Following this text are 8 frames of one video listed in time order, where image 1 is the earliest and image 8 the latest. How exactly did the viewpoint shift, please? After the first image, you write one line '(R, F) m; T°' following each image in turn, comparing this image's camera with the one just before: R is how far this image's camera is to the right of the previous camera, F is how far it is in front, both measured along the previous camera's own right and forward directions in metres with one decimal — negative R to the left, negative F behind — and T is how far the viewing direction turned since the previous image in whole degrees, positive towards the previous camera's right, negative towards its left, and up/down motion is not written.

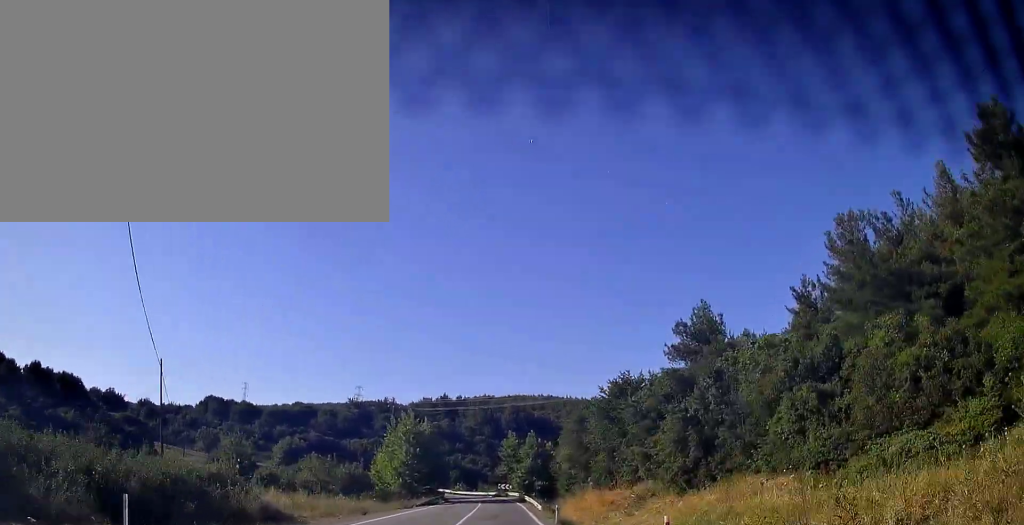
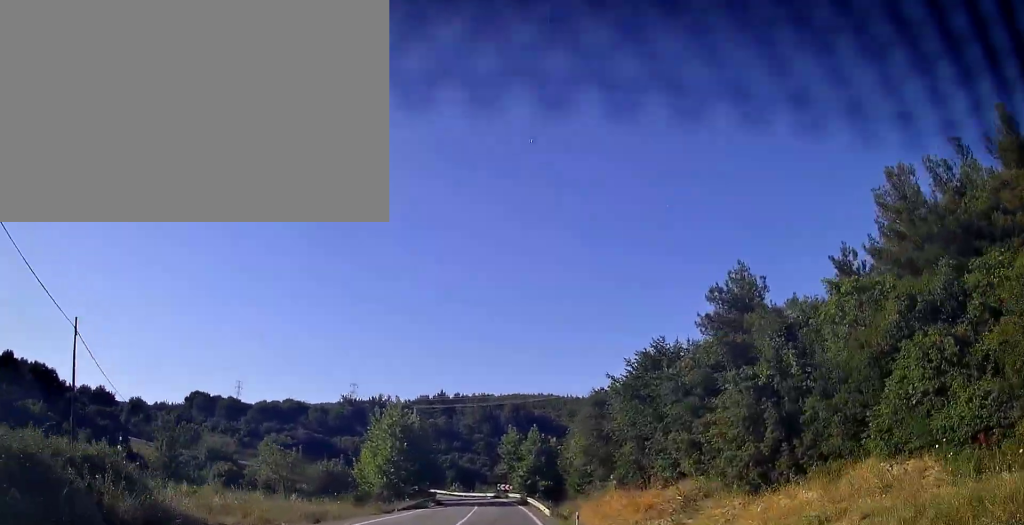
(0.0, +7.7) m; 0°
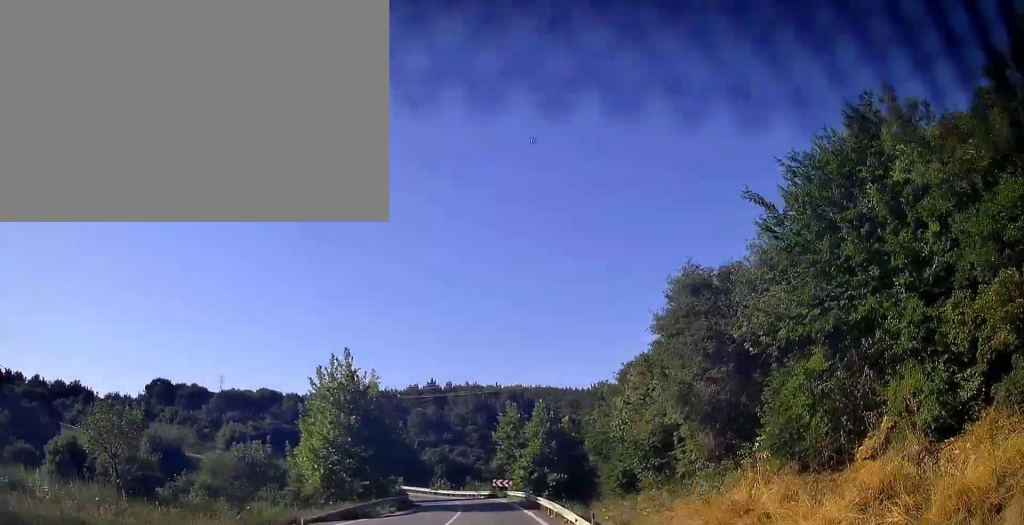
(+0.1, +17.6) m; 0°
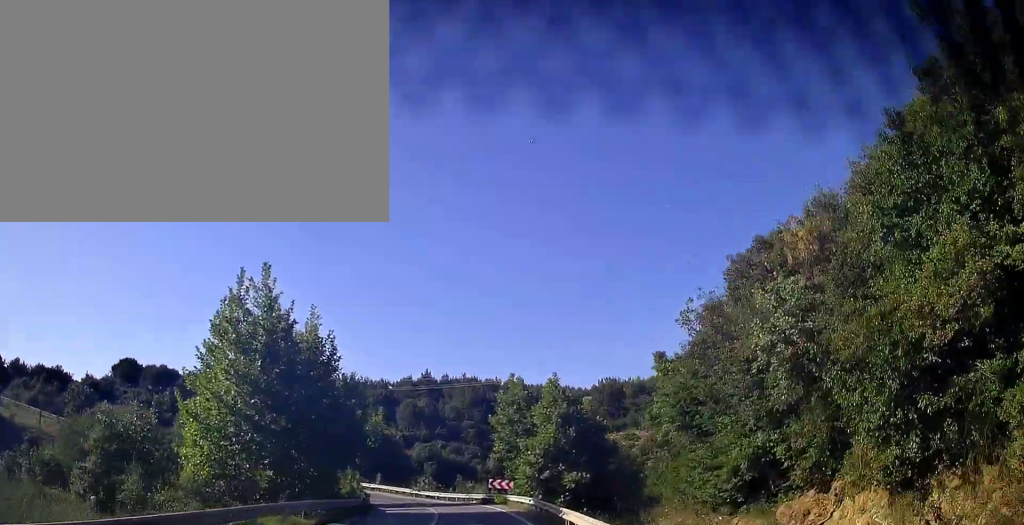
(0.0, +14.1) m; -1°
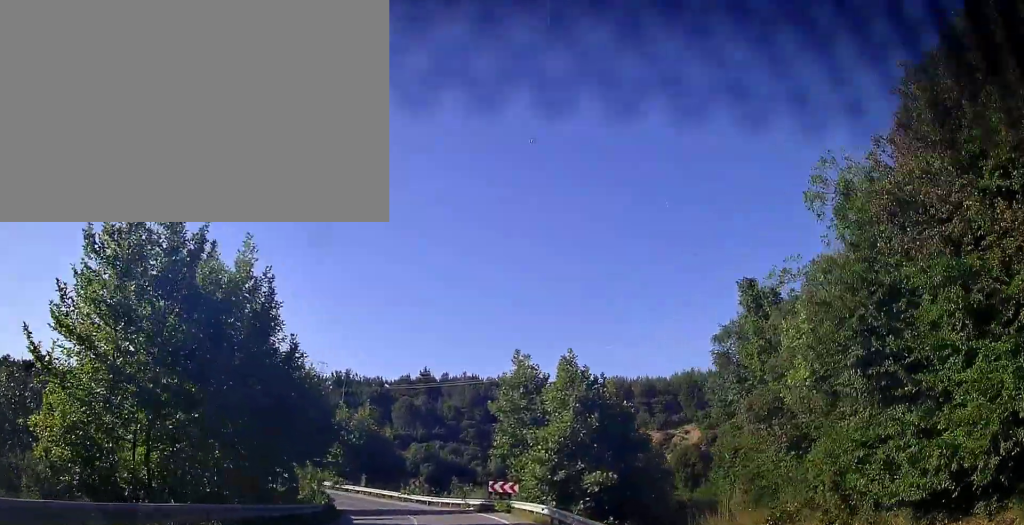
(-0.1, +8.3) m; 0°
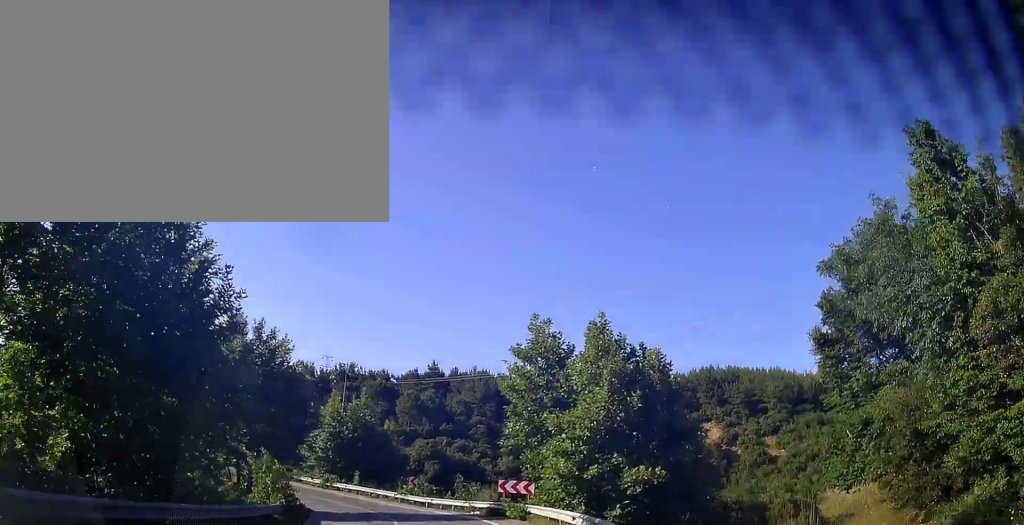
(0.0, +6.9) m; -1°
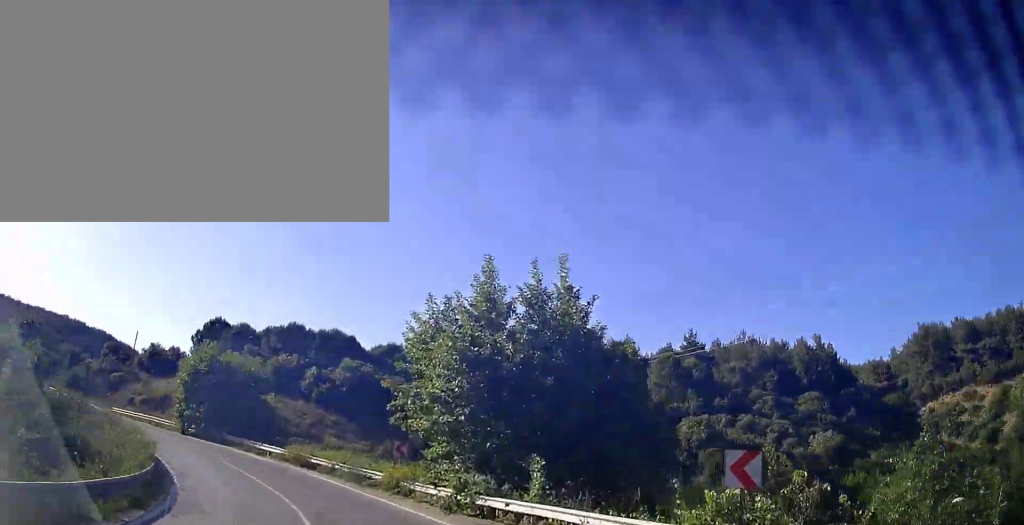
(-3.4, +33.8) m; -20°
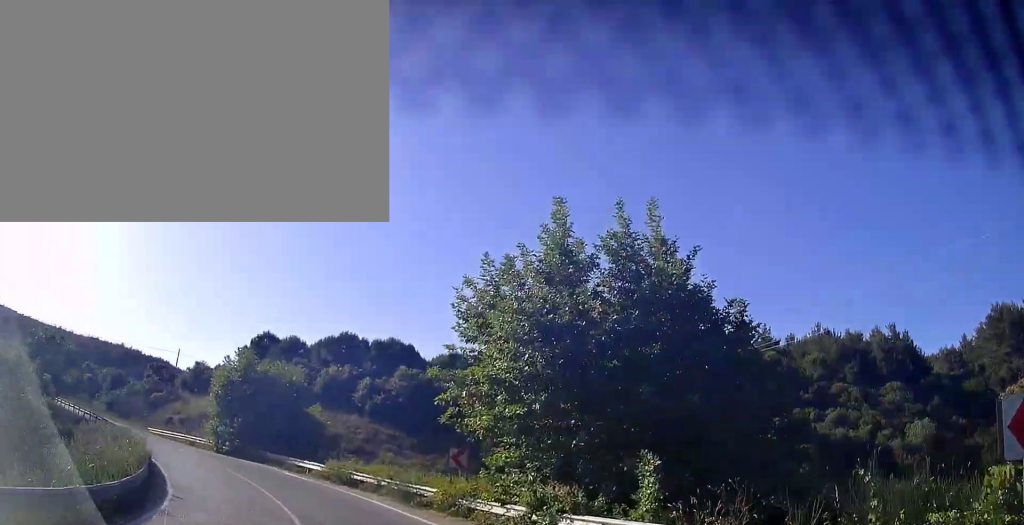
(-0.5, +4.8) m; -6°
